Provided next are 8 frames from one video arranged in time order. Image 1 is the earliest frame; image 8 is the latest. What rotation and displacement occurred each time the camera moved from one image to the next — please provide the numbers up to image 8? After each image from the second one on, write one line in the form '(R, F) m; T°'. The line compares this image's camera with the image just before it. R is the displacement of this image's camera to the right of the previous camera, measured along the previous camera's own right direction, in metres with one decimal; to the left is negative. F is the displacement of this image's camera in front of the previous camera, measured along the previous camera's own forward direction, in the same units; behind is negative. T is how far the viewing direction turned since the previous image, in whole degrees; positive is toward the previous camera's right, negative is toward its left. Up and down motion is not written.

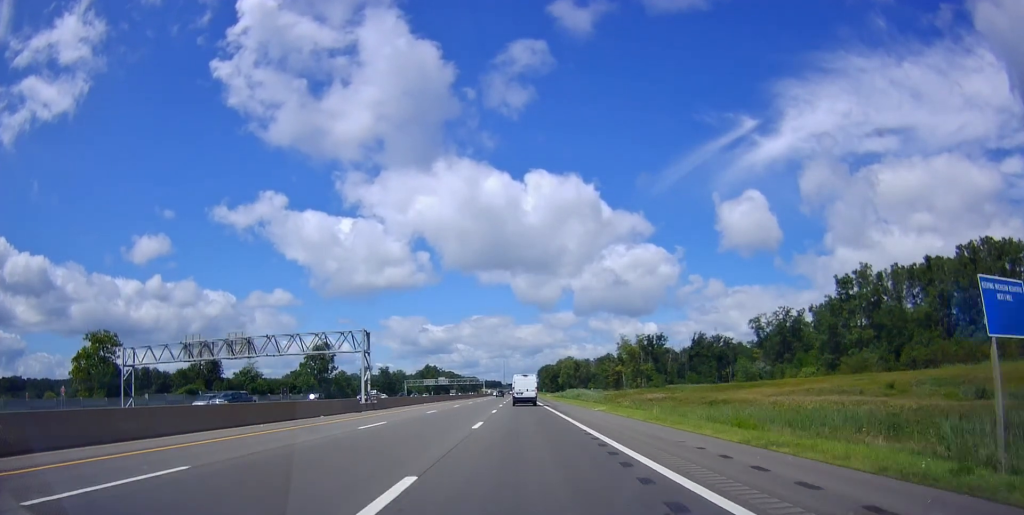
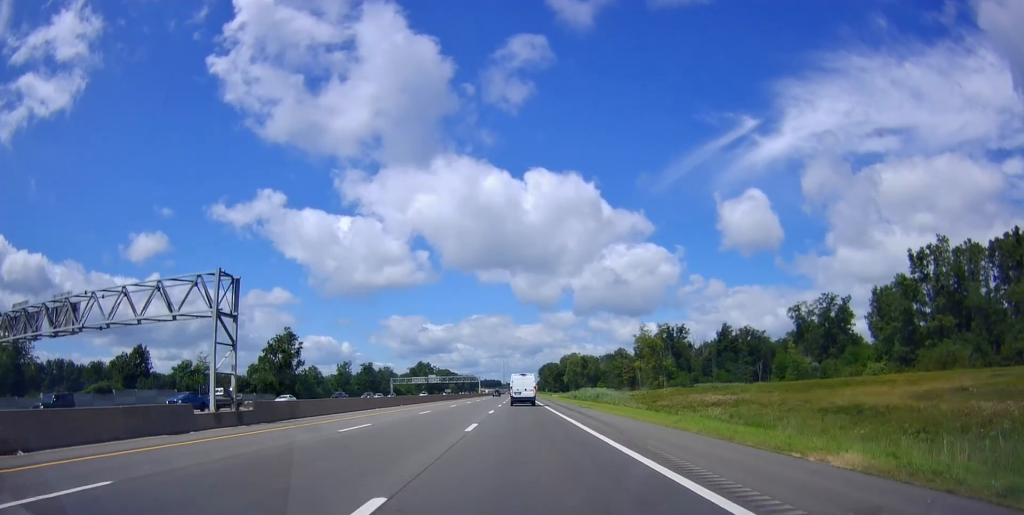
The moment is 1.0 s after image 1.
(0.0, +32.8) m; -1°
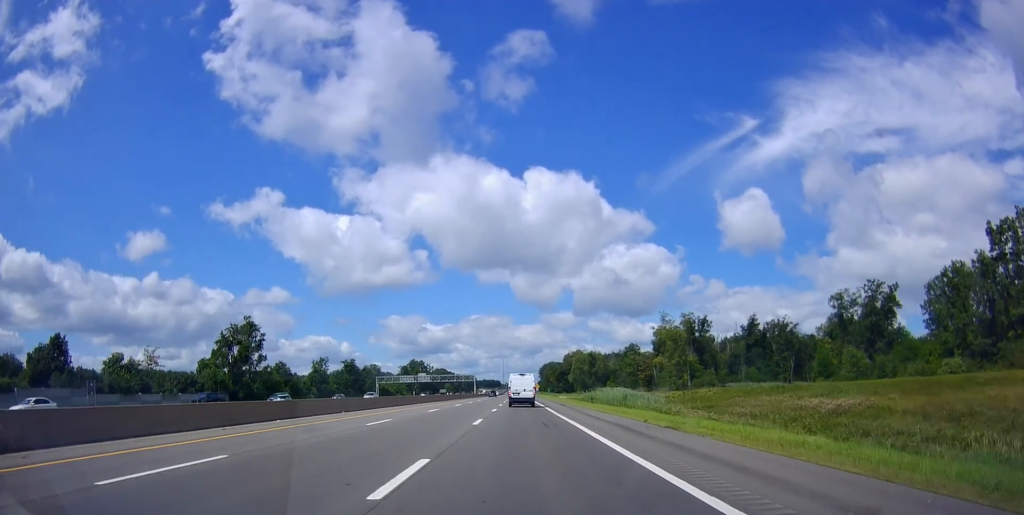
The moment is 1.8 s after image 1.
(-0.1, +27.0) m; -1°
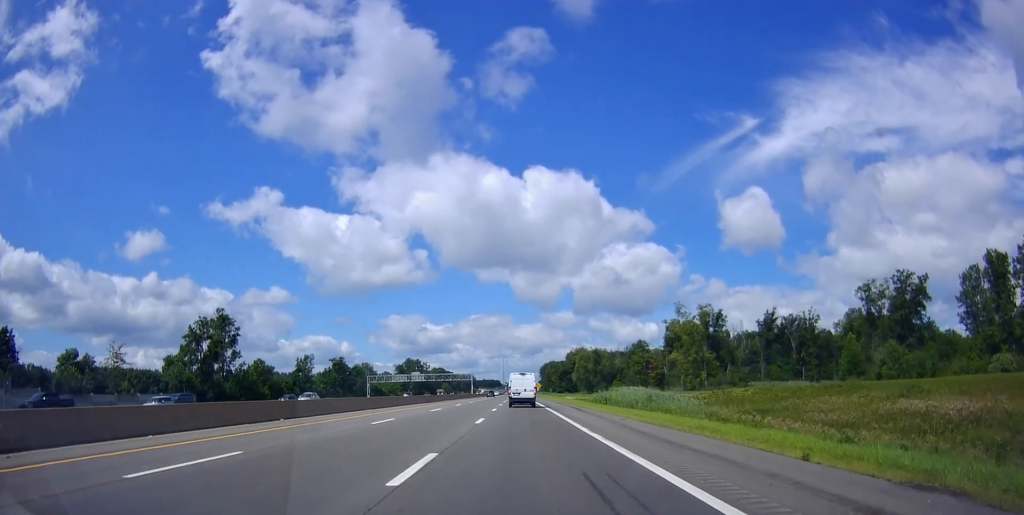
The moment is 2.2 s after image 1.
(-0.3, +14.6) m; 0°
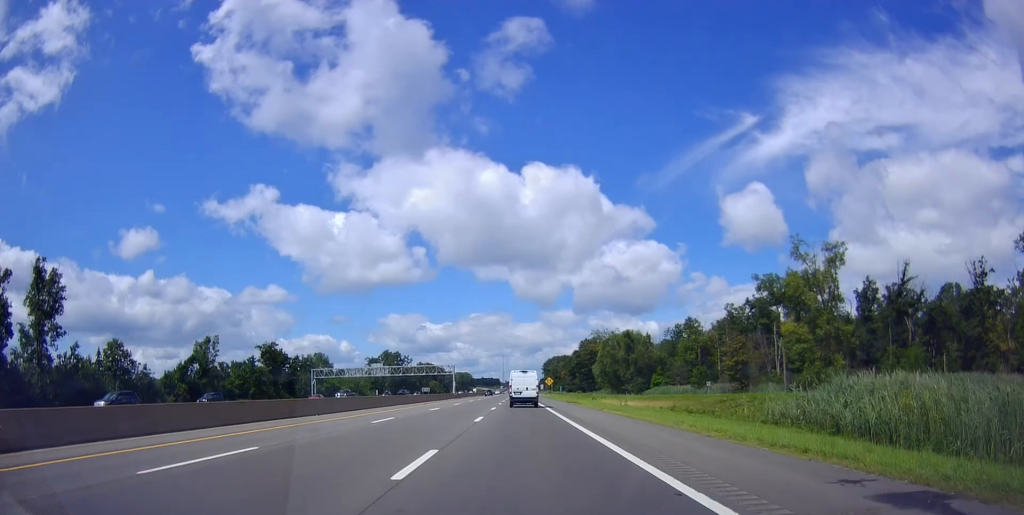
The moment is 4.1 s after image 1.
(+0.8, +62.3) m; +1°
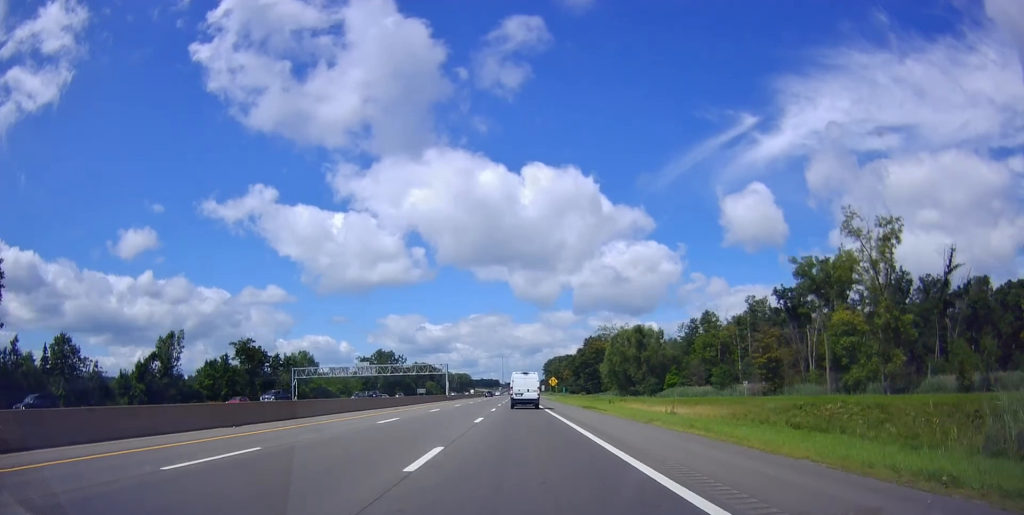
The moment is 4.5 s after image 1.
(+0.1, +15.4) m; 0°
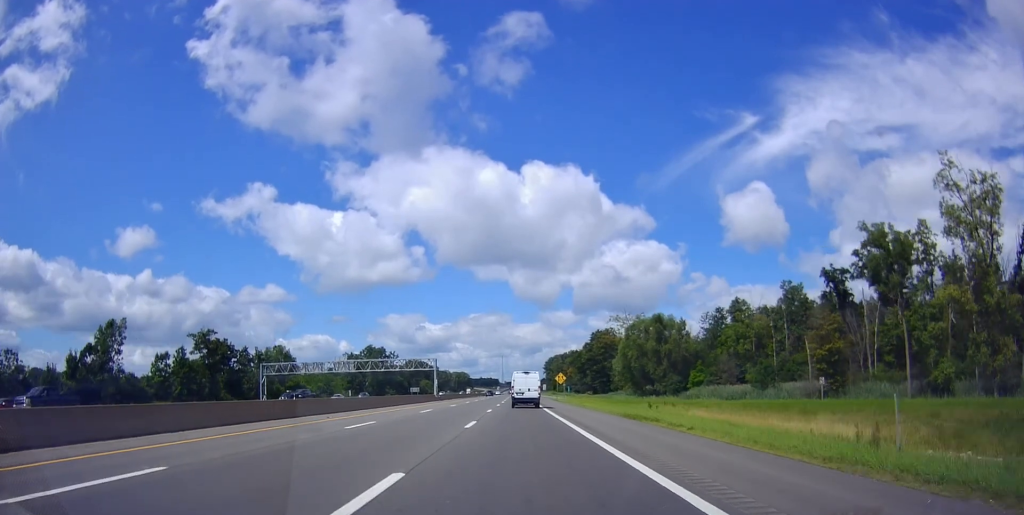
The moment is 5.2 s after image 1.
(-0.2, +20.4) m; 0°
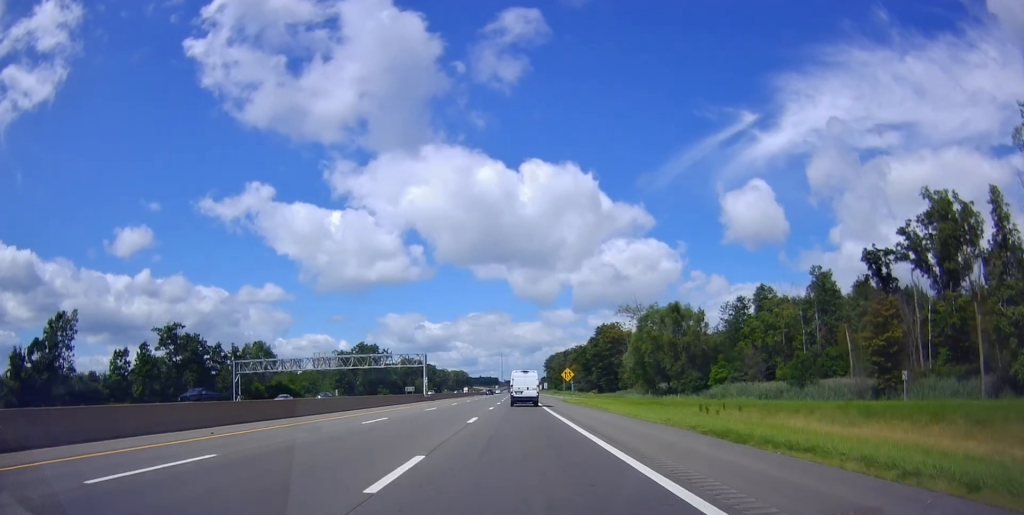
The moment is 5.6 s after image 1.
(-0.1, +13.9) m; 0°
